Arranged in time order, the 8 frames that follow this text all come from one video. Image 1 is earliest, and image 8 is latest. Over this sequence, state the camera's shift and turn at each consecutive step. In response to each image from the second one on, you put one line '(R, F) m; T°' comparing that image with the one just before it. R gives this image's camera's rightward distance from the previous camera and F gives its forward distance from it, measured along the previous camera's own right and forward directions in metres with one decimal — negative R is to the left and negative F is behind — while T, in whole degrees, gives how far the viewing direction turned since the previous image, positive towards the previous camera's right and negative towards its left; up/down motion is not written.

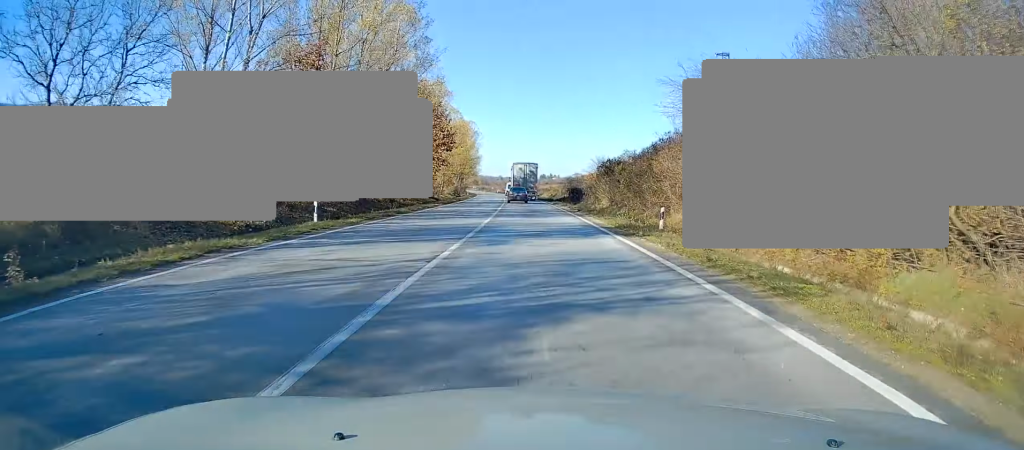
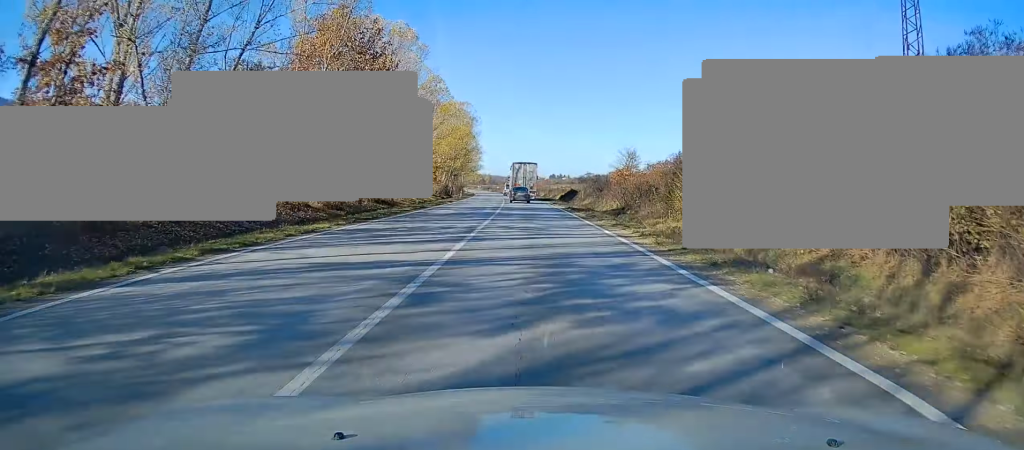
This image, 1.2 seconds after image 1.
(-0.1, +26.7) m; -2°
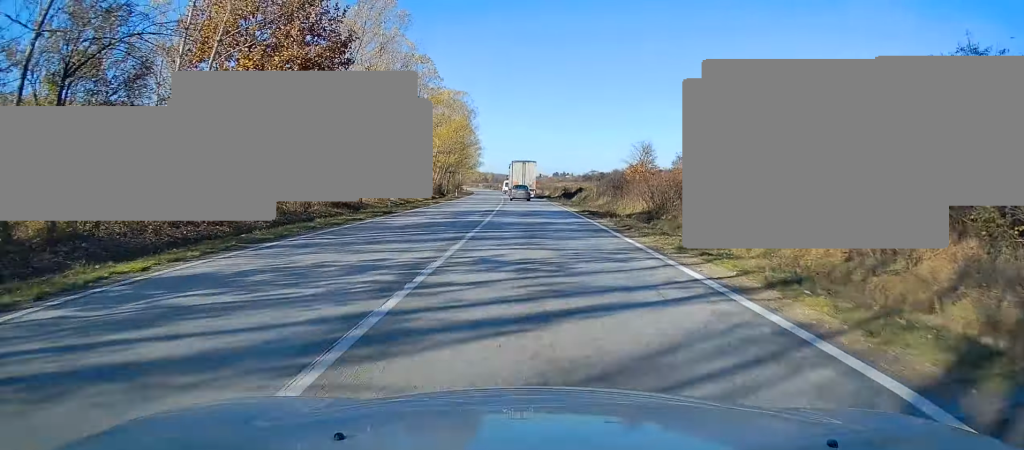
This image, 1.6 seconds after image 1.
(-0.1, +9.9) m; -1°
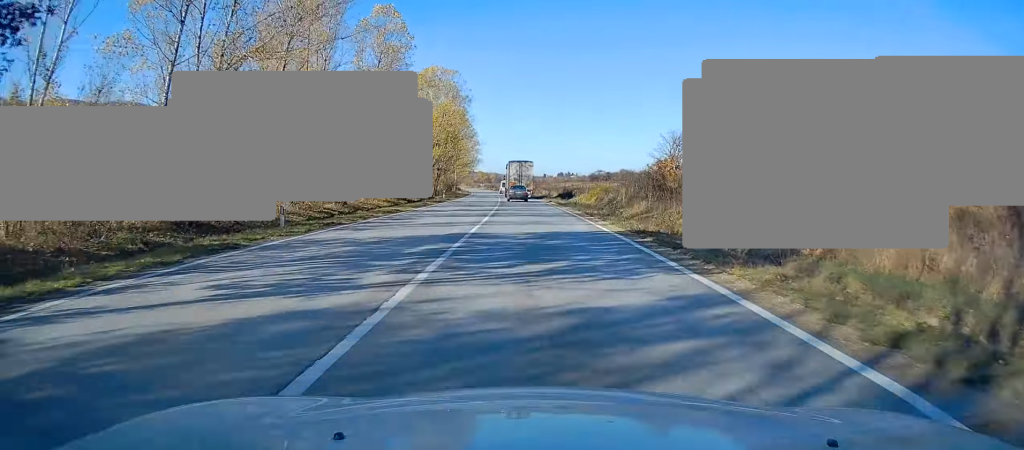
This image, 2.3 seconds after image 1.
(-0.3, +16.0) m; 0°
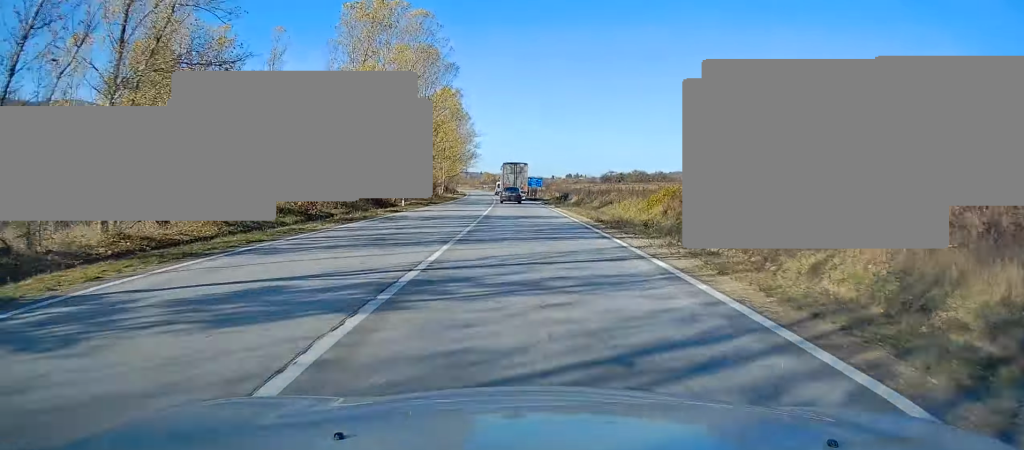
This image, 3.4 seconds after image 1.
(+0.3, +25.1) m; 0°
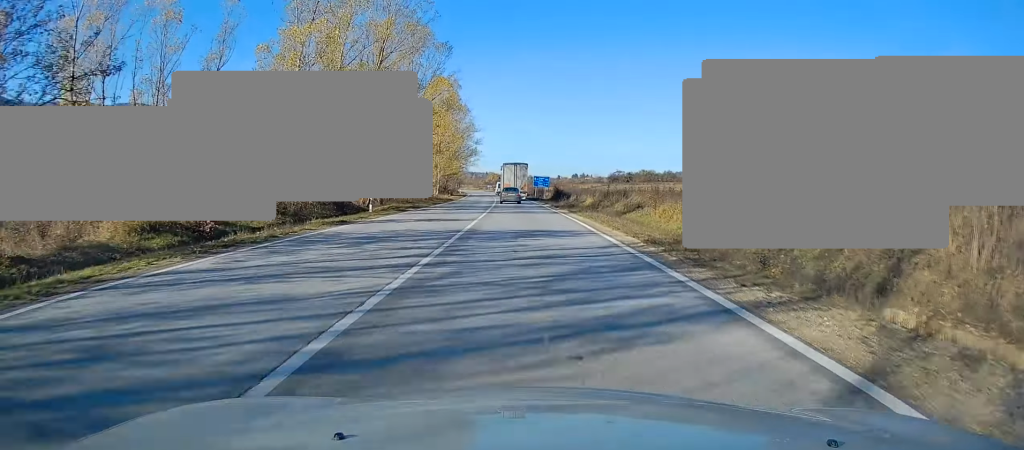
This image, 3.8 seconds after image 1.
(-0.2, +9.9) m; 0°
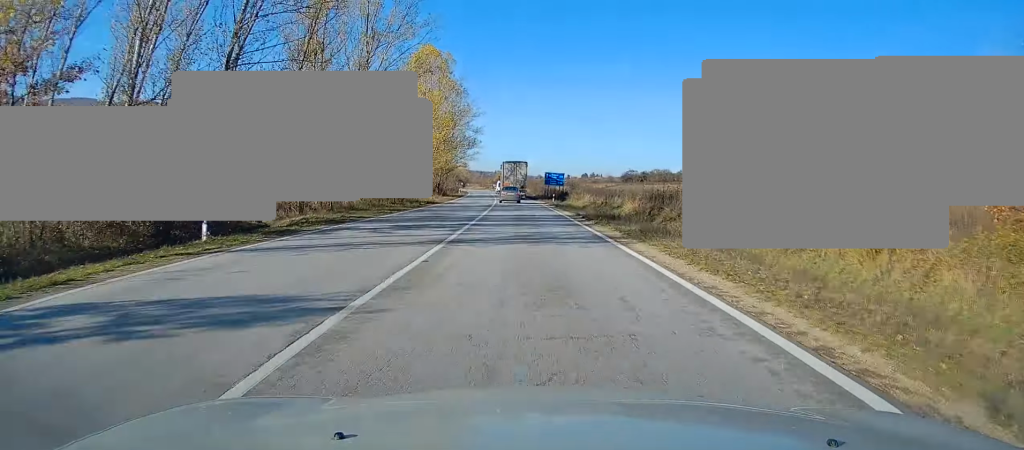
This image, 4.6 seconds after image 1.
(-0.2, +17.7) m; -1°
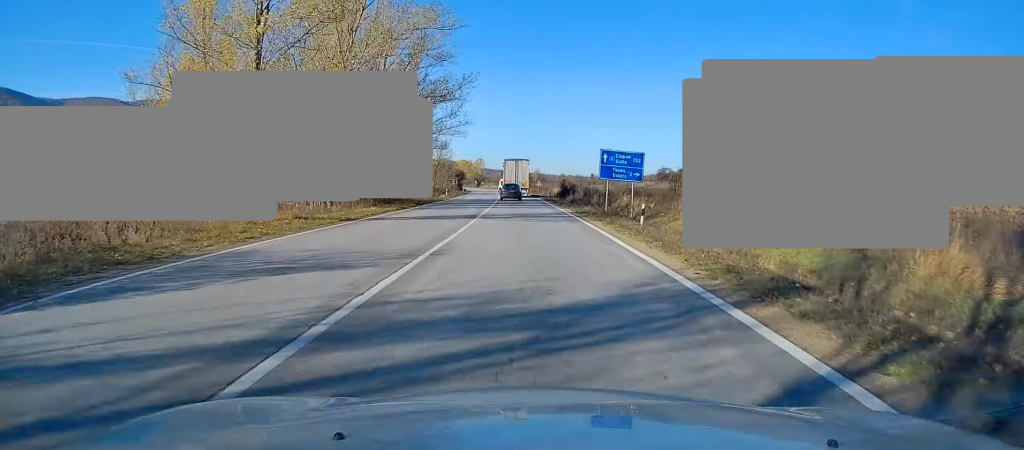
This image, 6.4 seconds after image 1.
(-0.7, +41.3) m; -3°
